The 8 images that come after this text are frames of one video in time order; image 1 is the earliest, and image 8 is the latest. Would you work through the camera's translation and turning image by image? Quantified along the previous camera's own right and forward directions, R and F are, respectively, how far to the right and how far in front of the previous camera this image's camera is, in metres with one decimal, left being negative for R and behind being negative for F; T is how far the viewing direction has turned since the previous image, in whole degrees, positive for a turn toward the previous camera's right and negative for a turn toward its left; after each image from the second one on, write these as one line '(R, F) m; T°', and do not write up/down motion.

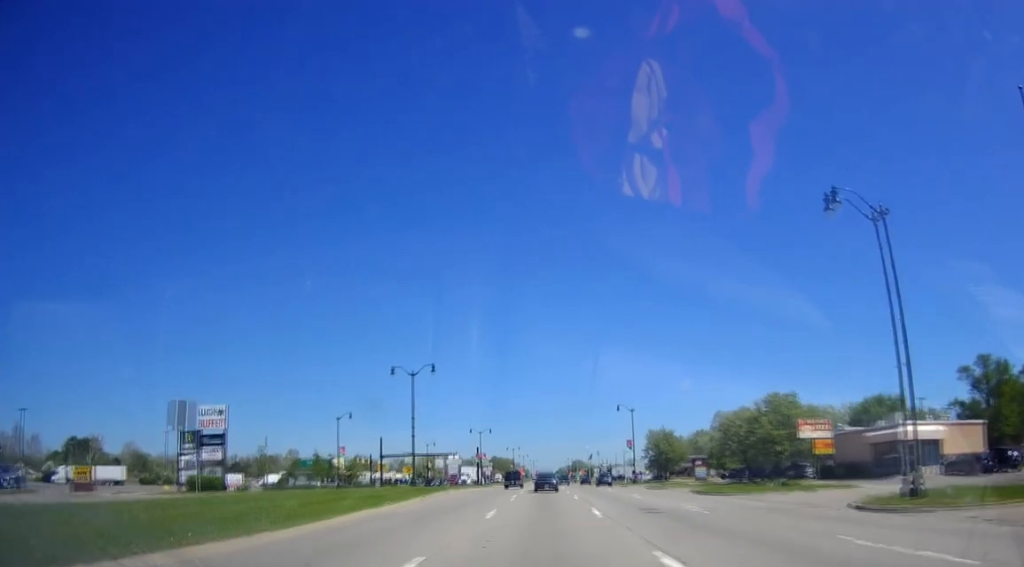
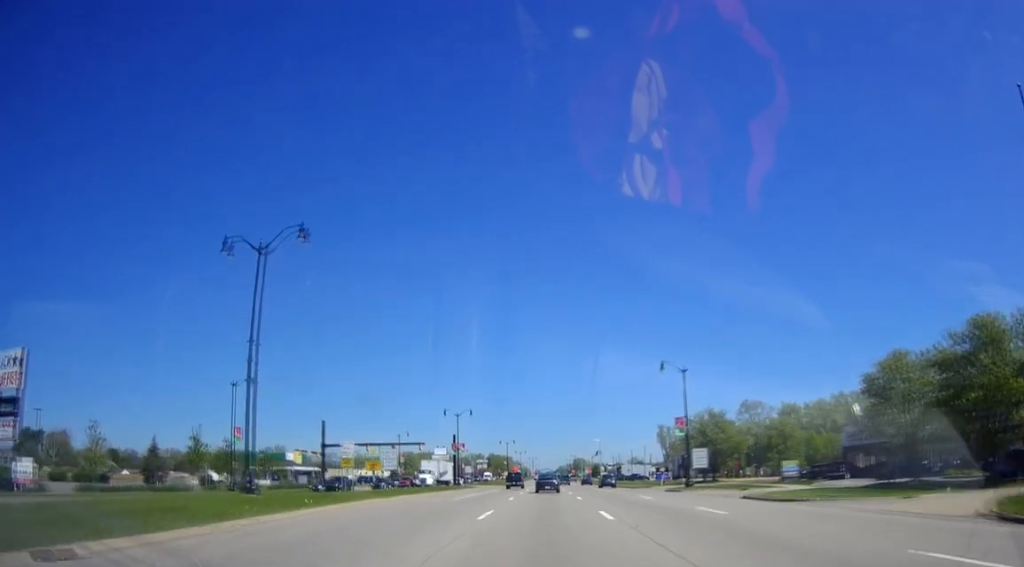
(+0.5, +32.9) m; +1°
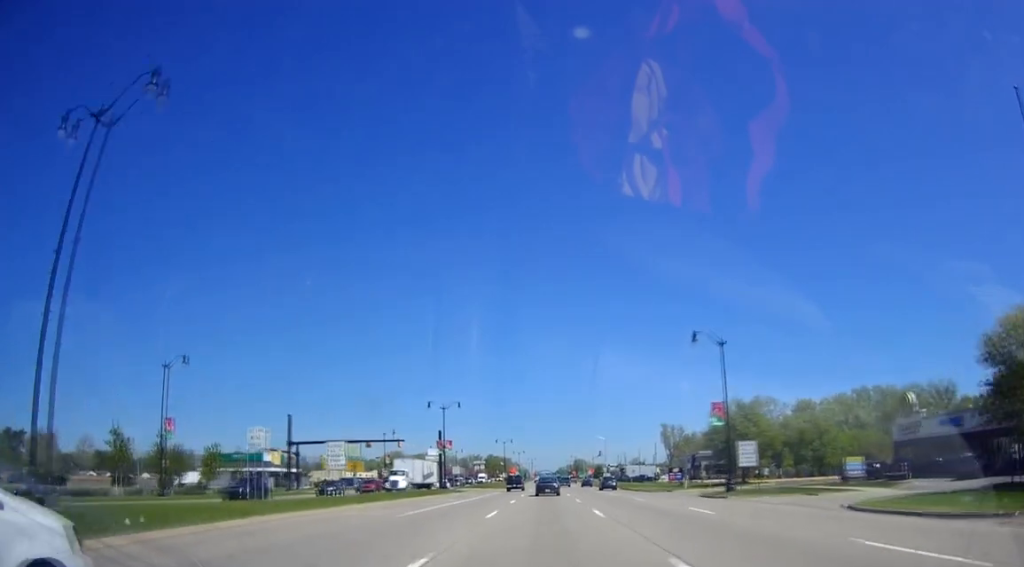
(-0.3, +12.6) m; 0°
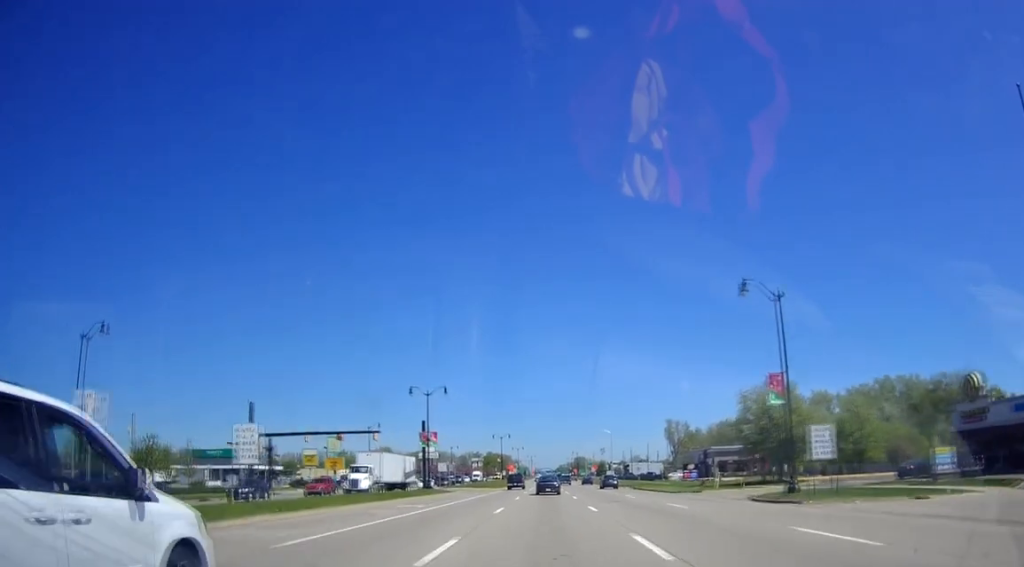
(+0.1, +11.4) m; 0°
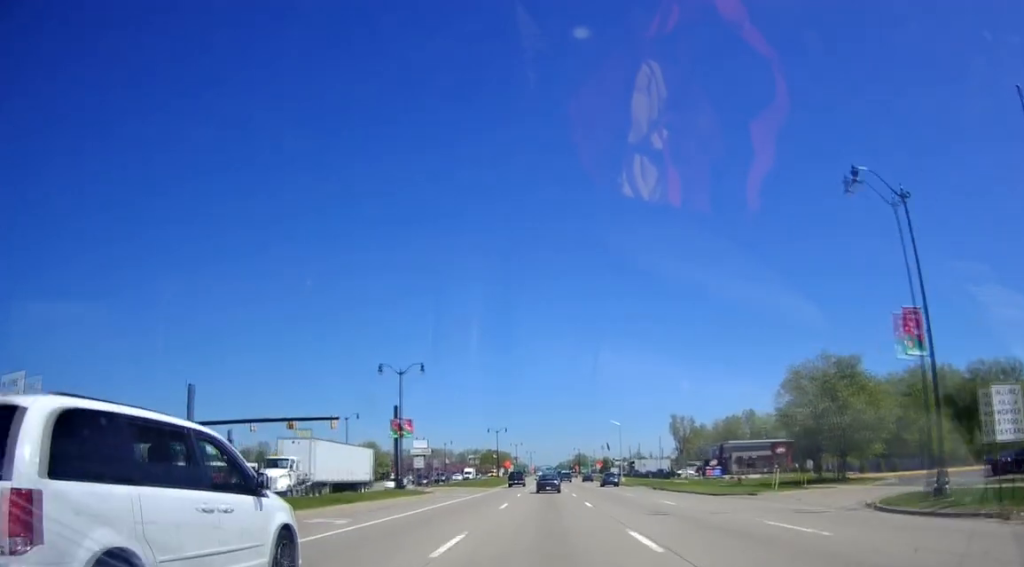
(+0.2, +13.4) m; -1°
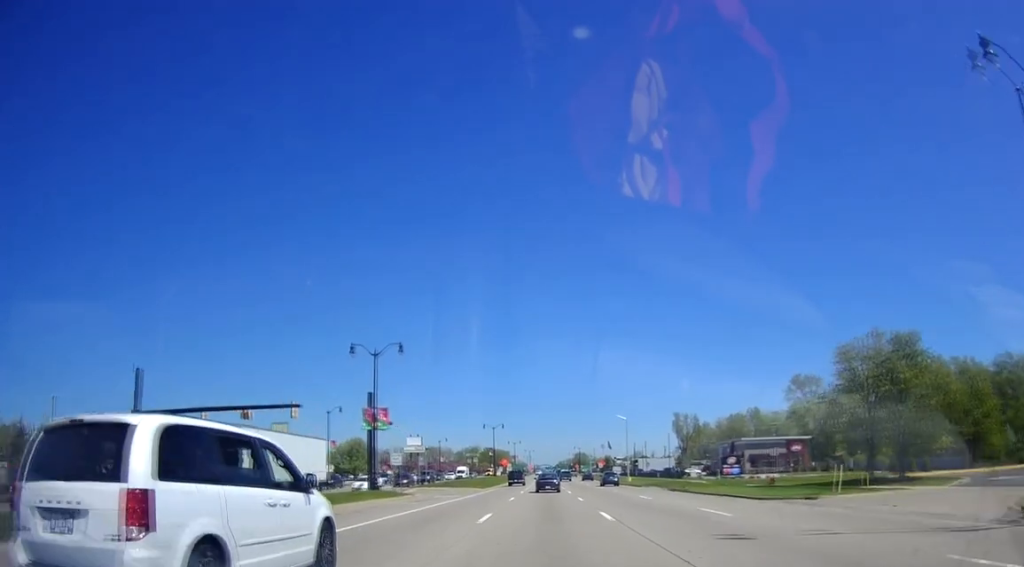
(-0.4, +8.6) m; 0°
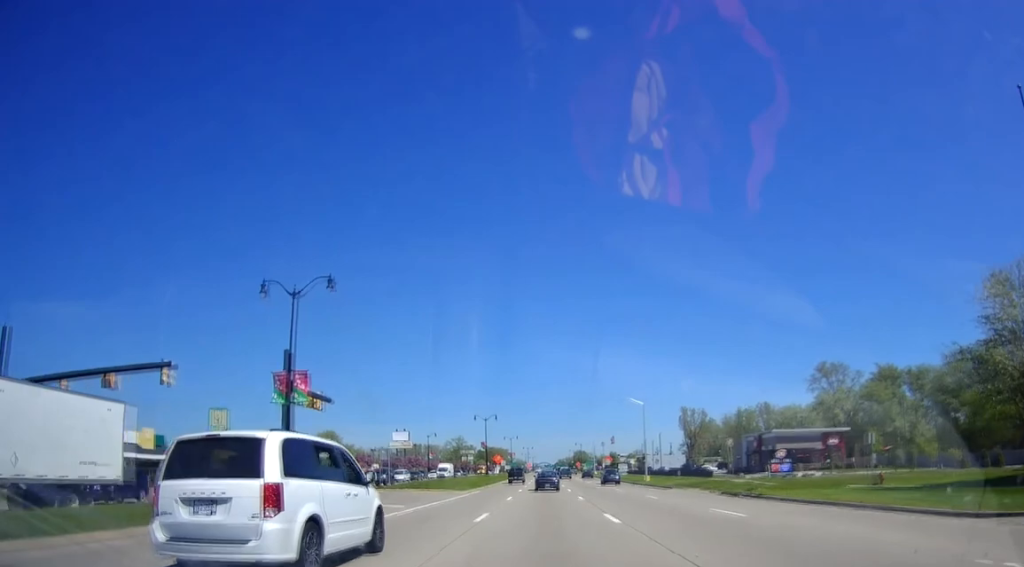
(-0.1, +16.5) m; +1°
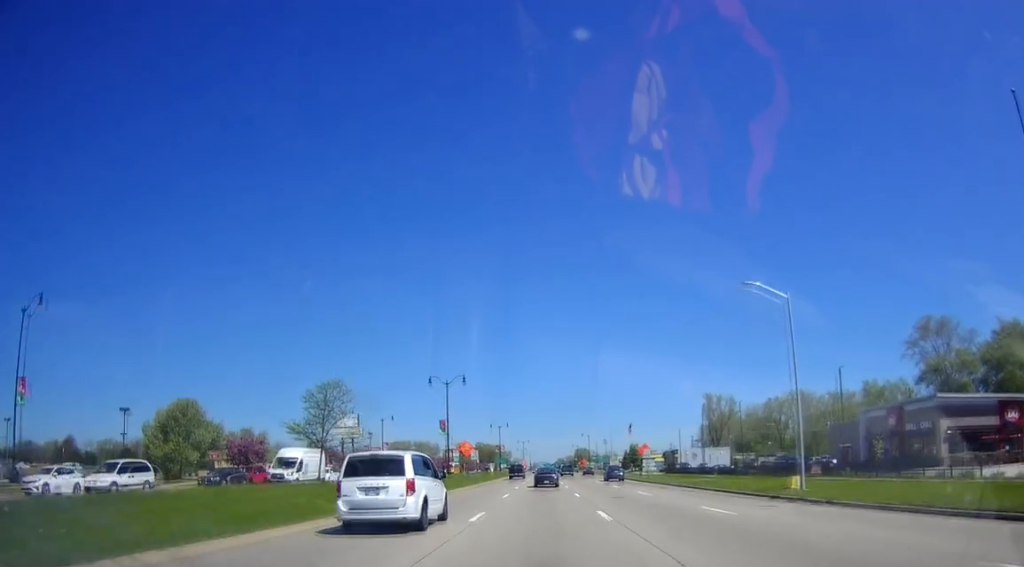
(+1.2, +46.2) m; 0°
